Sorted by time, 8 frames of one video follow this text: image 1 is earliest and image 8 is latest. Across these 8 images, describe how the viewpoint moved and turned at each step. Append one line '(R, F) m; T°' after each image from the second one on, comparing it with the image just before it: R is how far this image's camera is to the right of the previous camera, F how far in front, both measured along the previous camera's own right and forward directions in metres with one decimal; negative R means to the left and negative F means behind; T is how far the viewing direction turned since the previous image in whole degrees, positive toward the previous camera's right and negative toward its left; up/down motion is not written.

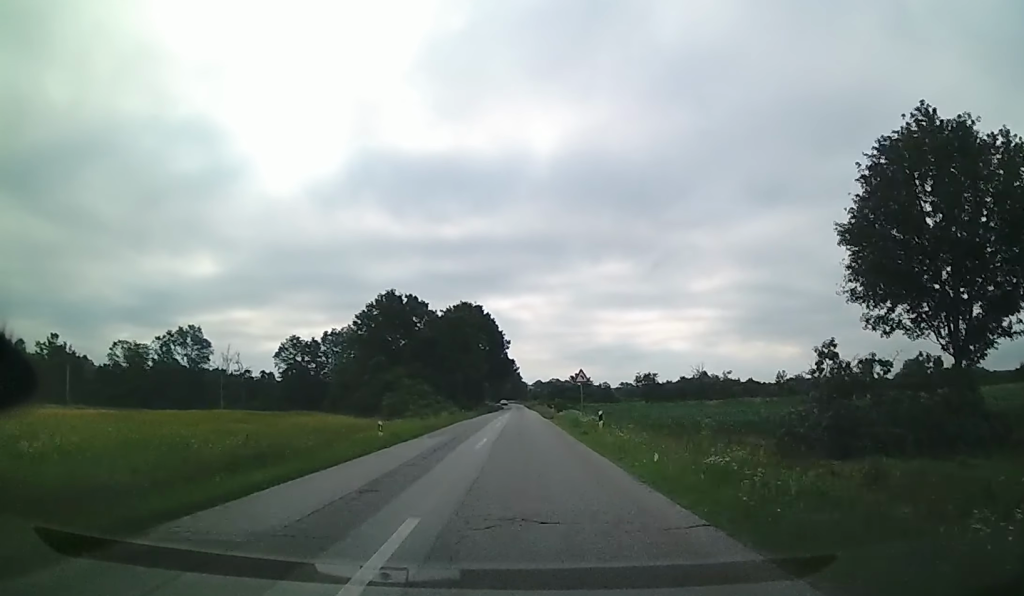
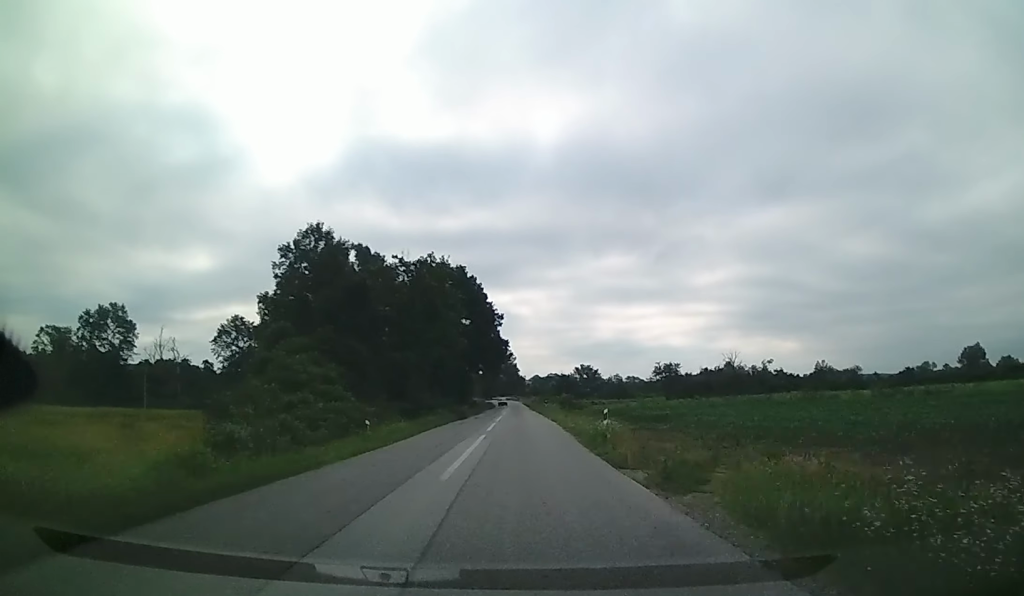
(-0.2, +38.2) m; 0°
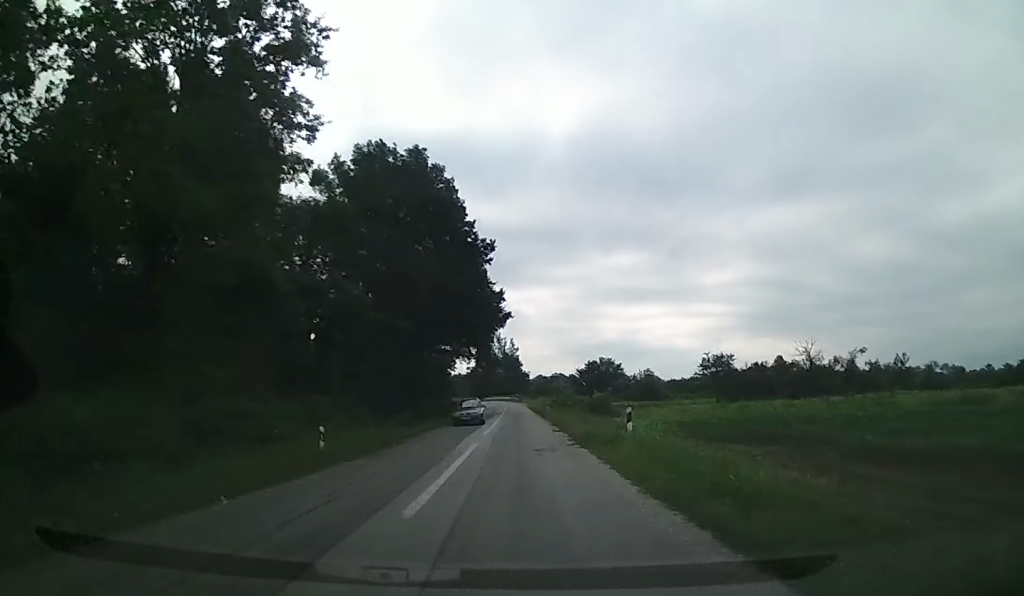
(+0.1, +49.0) m; 0°
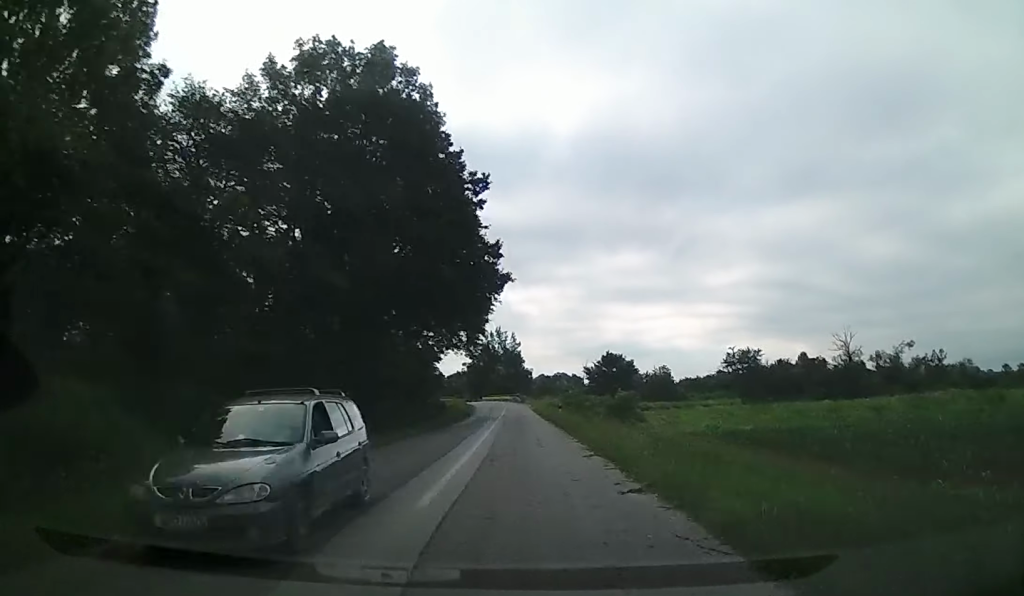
(+0.3, +16.5) m; 0°
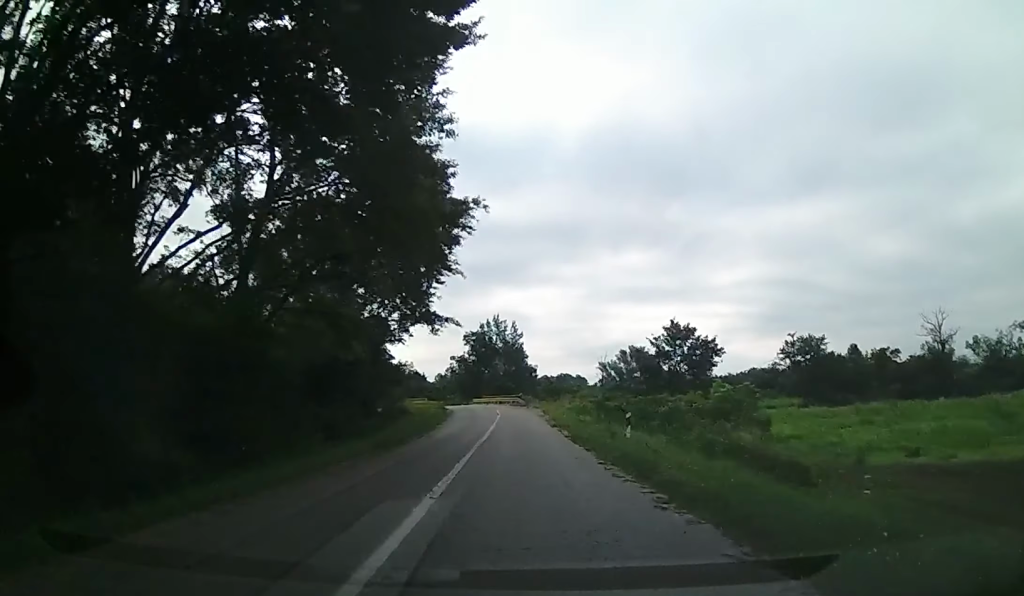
(-0.6, +29.0) m; -1°
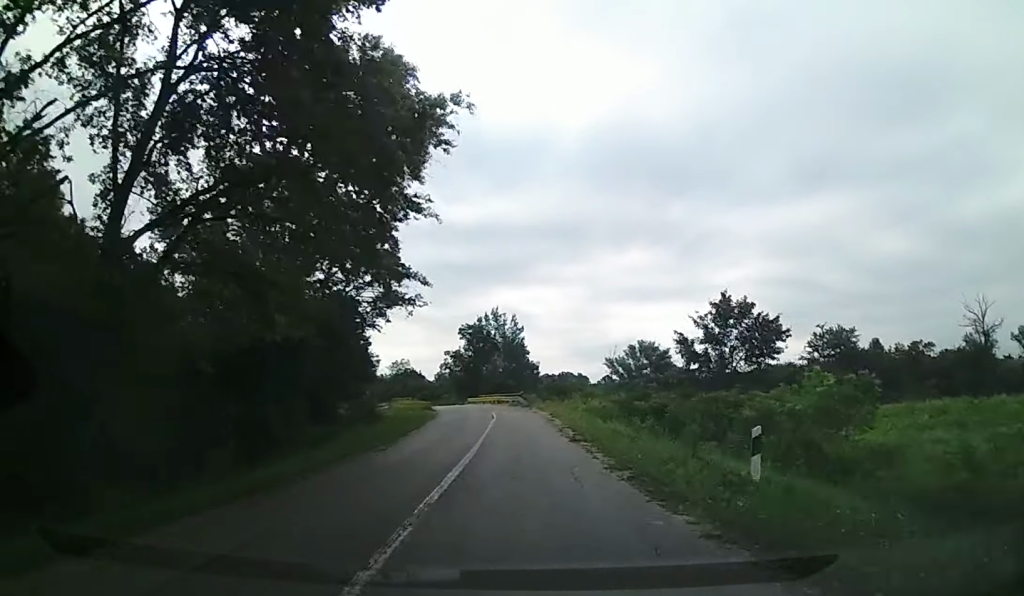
(0.0, +10.6) m; 0°
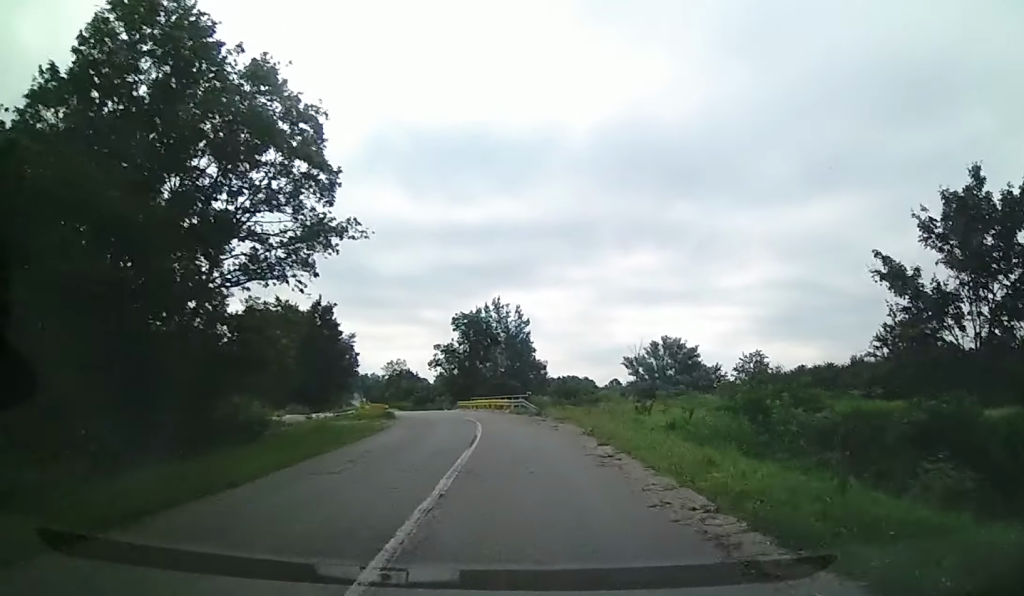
(0.0, +18.7) m; -2°
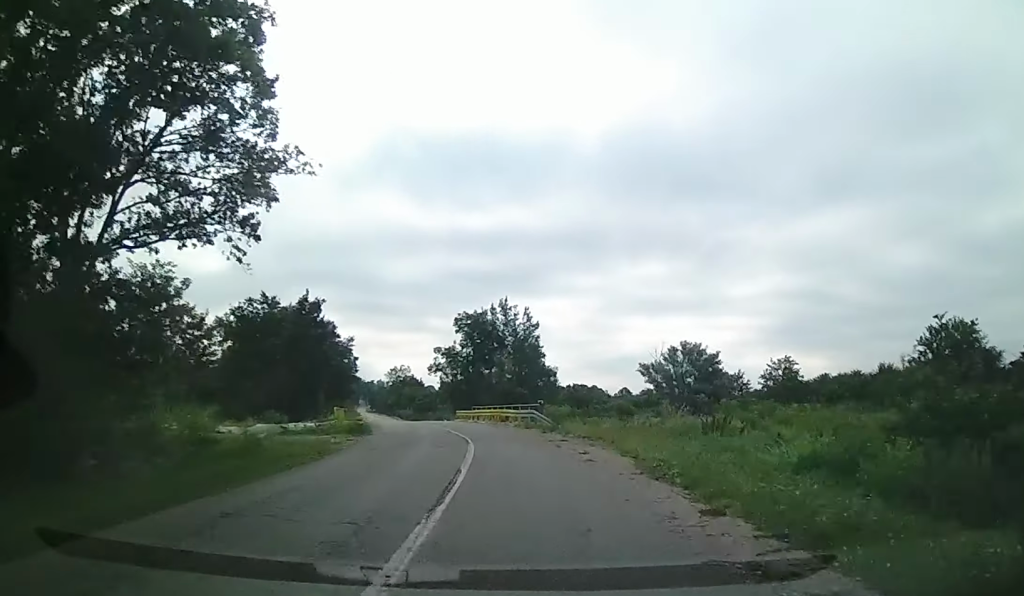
(-0.2, +8.3) m; -2°
